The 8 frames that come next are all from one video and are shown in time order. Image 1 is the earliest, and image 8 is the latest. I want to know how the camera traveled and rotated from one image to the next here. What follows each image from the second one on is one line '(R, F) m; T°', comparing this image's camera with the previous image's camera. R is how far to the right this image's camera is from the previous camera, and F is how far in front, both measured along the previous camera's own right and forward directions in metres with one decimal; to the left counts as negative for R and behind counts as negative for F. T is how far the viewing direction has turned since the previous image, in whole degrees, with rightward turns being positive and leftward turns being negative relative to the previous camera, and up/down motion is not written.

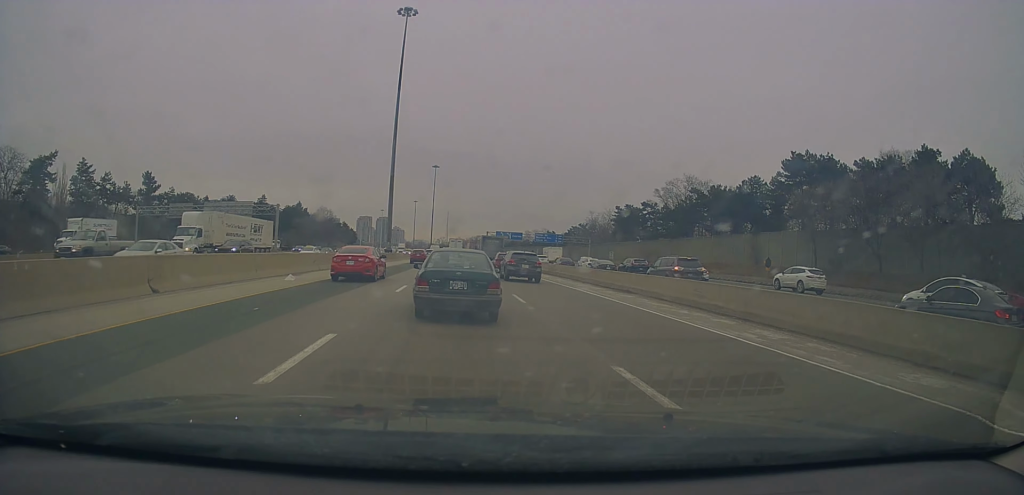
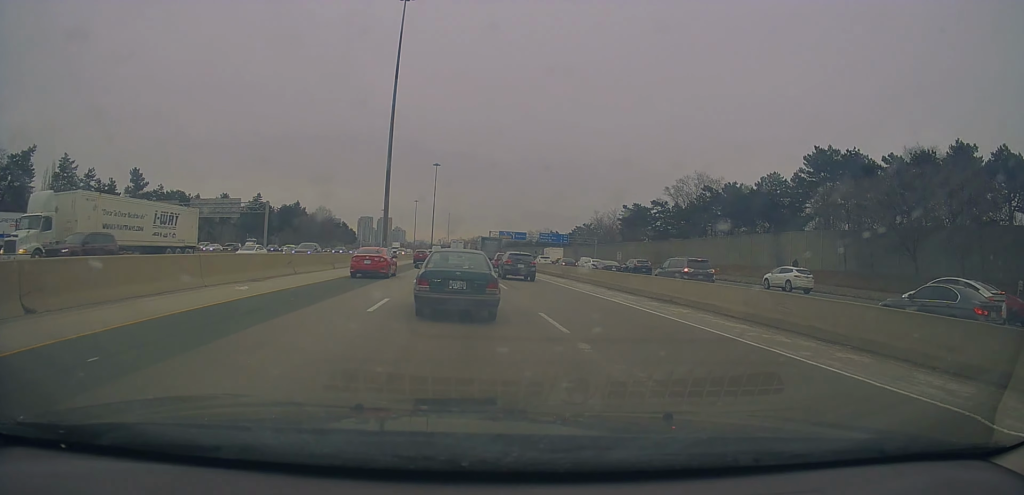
(+0.1, +6.2) m; +1°
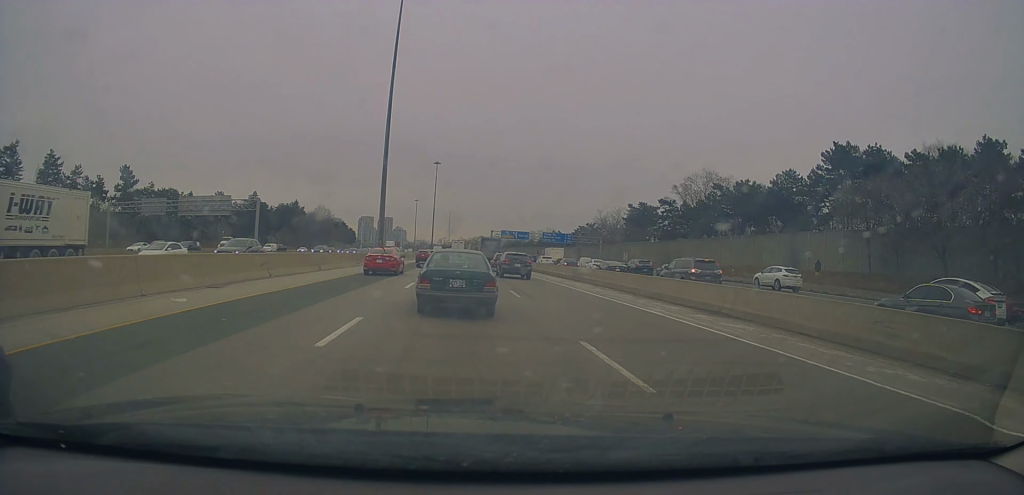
(+0.1, +4.6) m; +1°
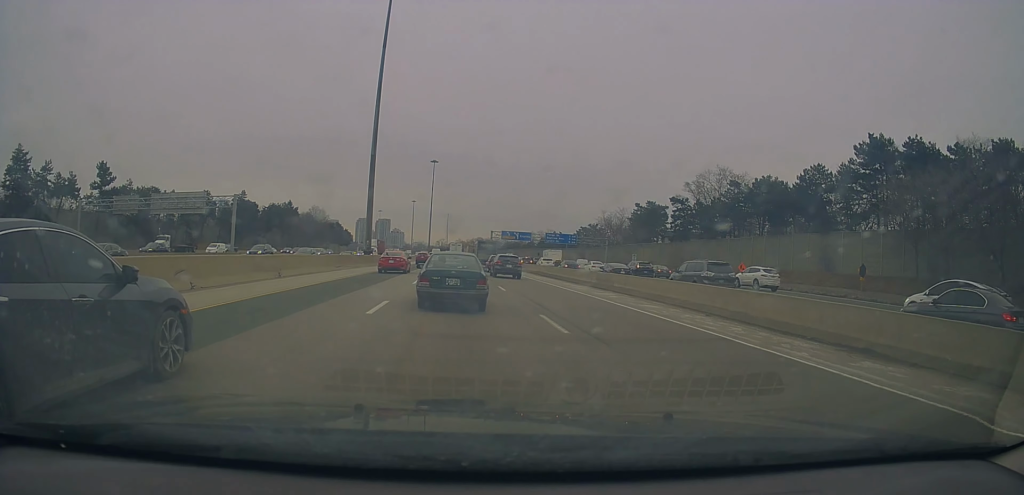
(0.0, +8.2) m; -1°
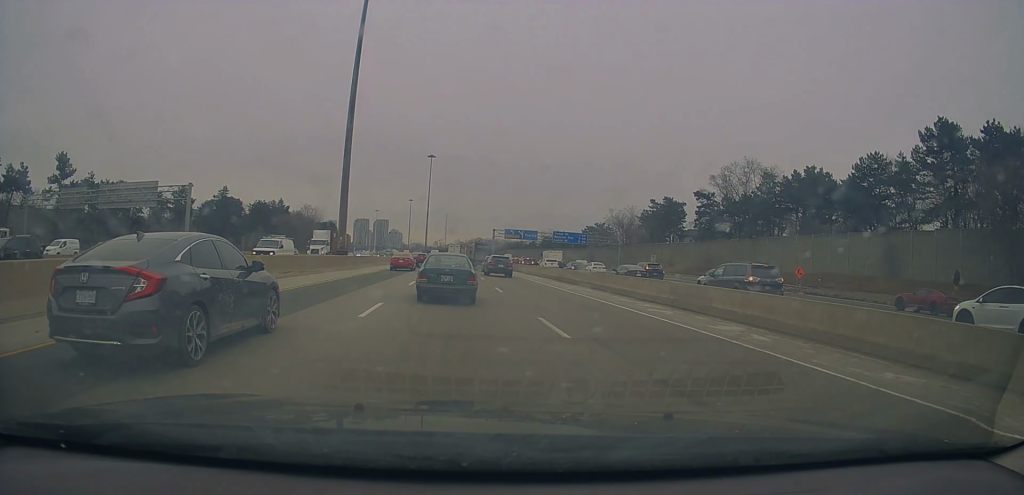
(-0.2, +11.2) m; +1°
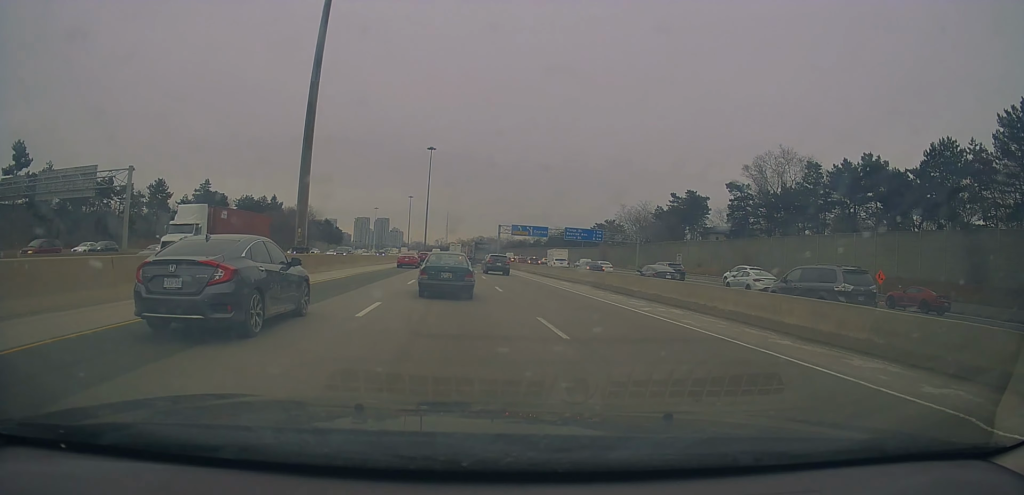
(+0.4, +10.0) m; +2°
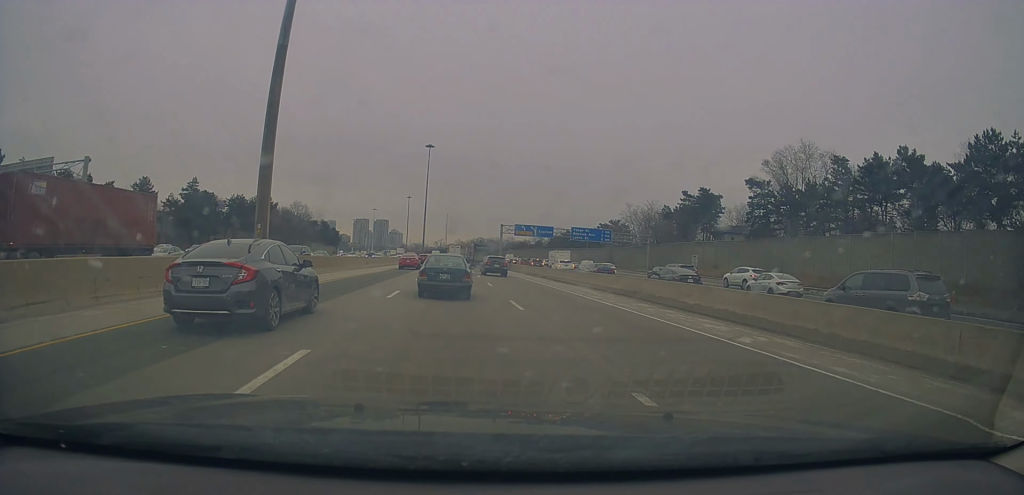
(+0.2, +5.6) m; -1°
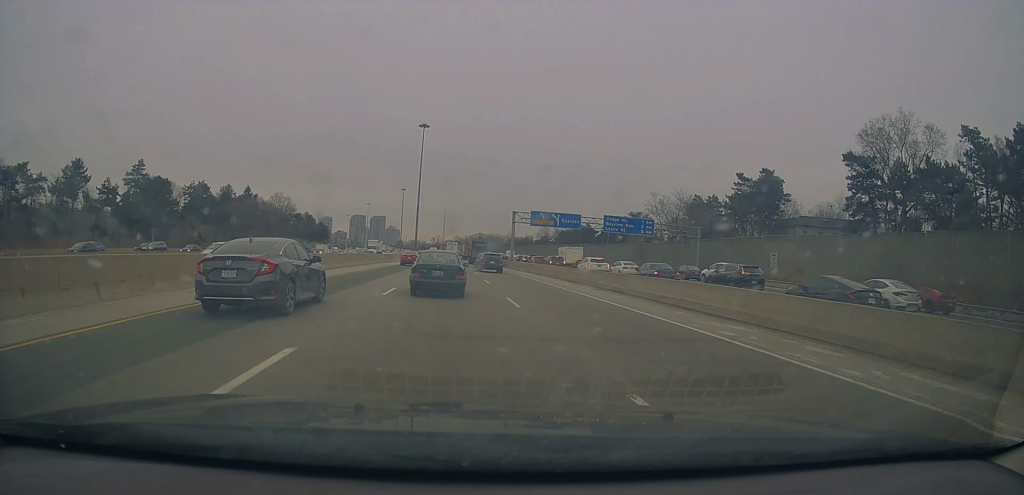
(-0.7, +21.5) m; -2°
